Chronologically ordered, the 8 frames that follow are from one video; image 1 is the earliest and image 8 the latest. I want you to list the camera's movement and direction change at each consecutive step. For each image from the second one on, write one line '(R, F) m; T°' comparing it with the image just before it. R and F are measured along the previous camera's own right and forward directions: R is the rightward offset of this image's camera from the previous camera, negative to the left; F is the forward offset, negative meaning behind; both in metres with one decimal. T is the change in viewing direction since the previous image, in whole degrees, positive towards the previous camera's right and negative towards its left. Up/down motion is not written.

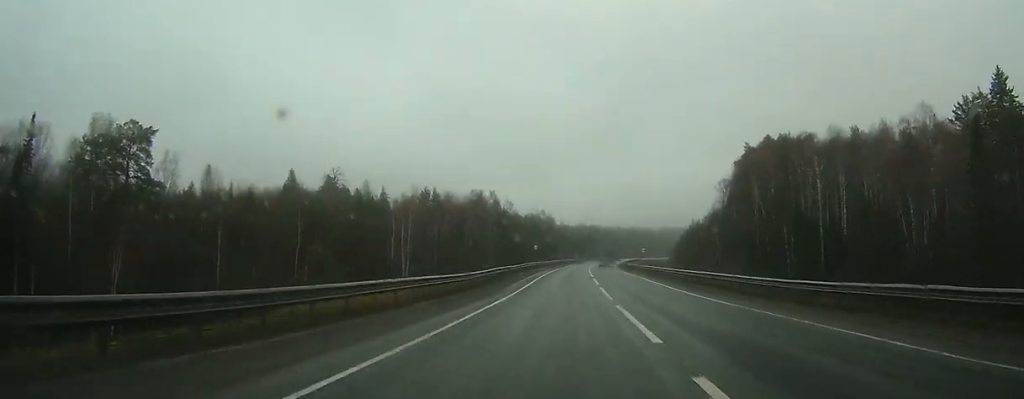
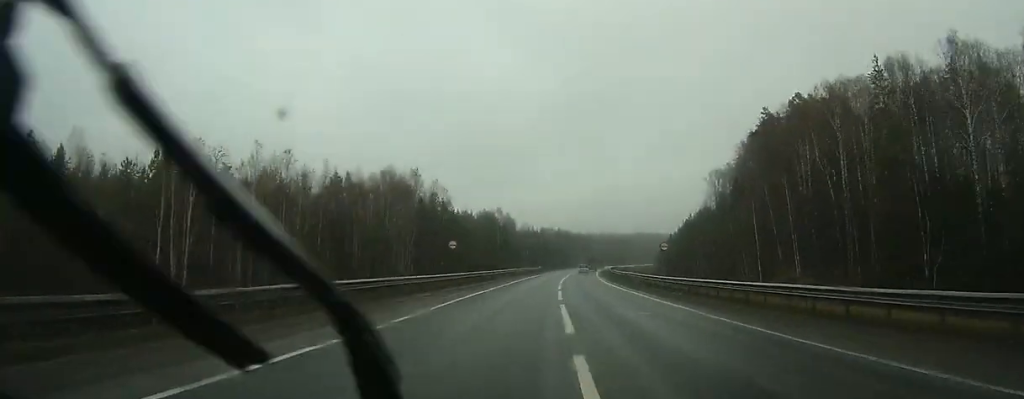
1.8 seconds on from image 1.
(+0.7, +44.7) m; +2°
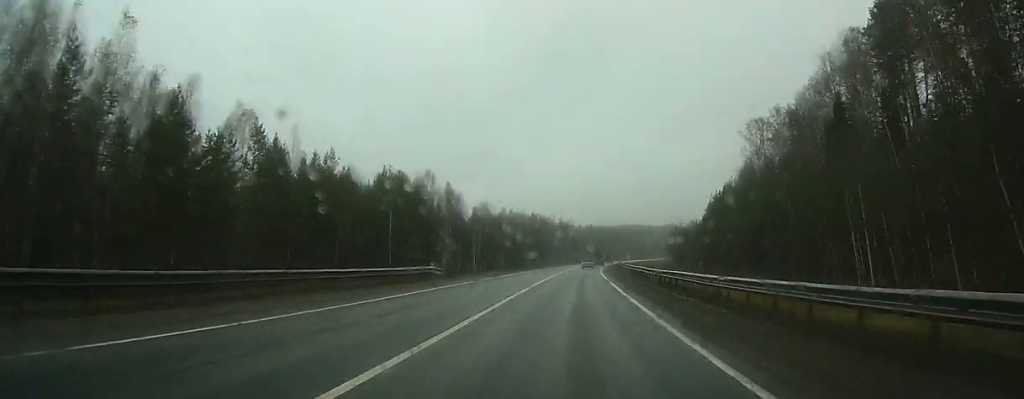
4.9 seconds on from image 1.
(+2.2, +75.7) m; +3°
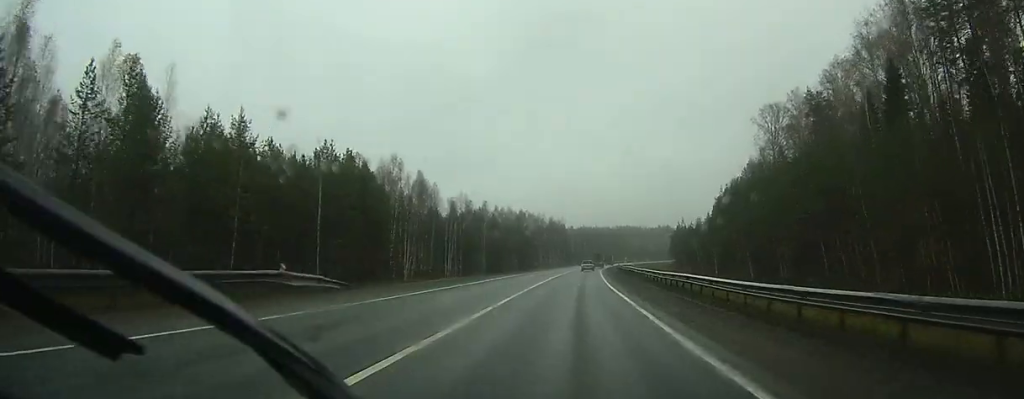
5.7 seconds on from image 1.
(+0.2, +19.1) m; +1°
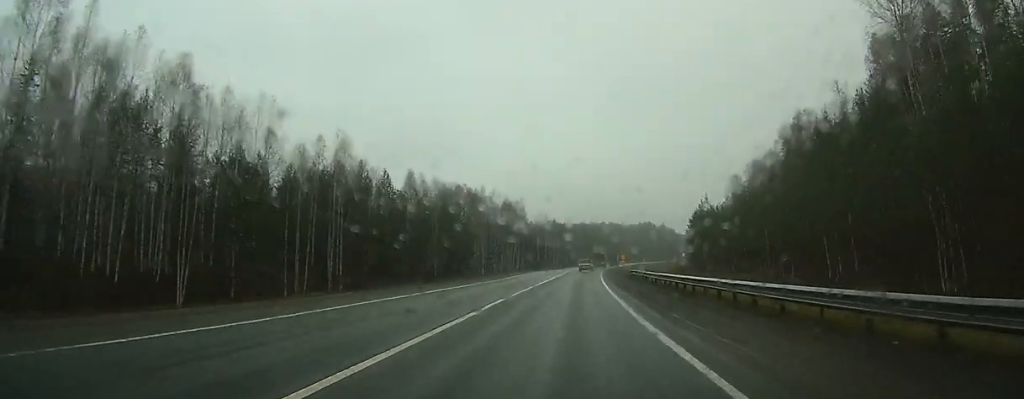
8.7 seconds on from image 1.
(+1.0, +70.1) m; +2°
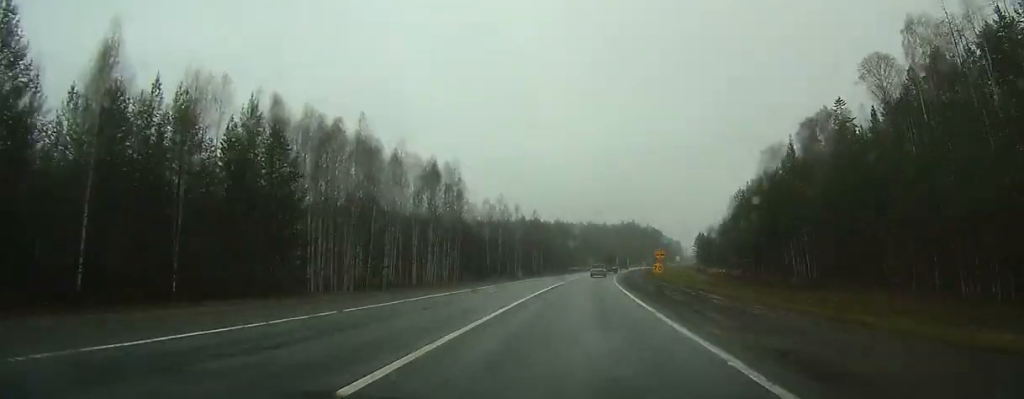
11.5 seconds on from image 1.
(+1.5, +57.8) m; +3°
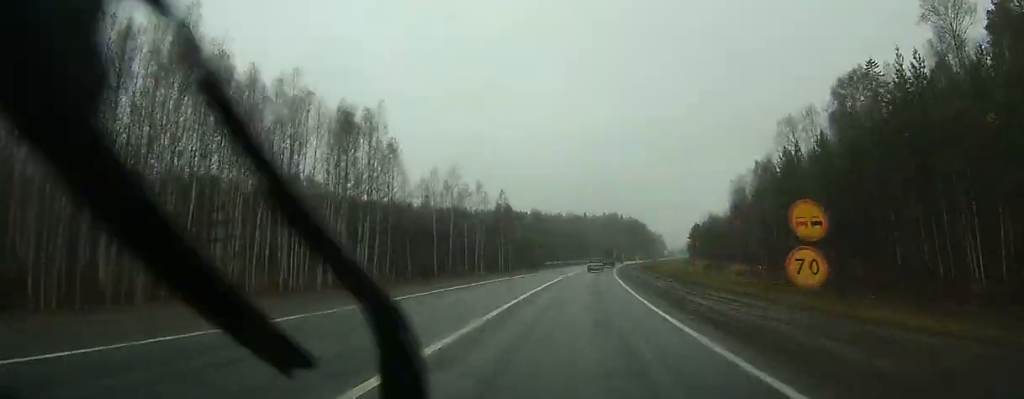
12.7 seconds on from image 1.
(+0.2, +26.8) m; +2°
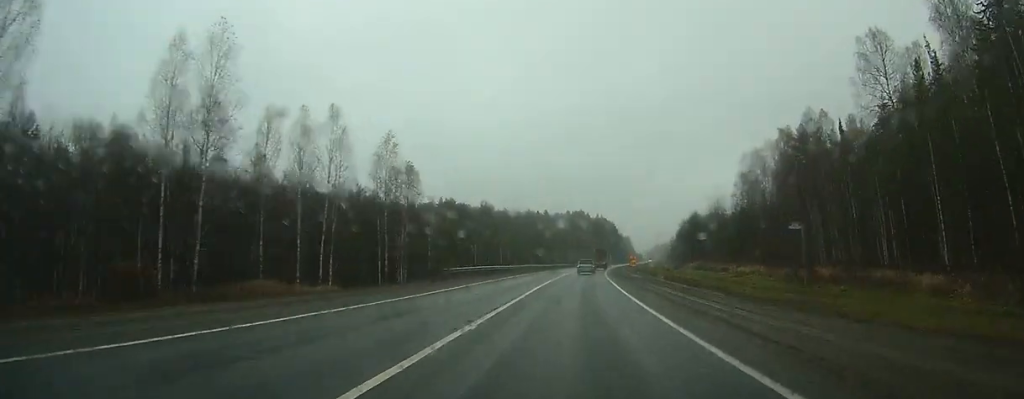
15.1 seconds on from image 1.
(+2.9, +56.2) m; +4°
